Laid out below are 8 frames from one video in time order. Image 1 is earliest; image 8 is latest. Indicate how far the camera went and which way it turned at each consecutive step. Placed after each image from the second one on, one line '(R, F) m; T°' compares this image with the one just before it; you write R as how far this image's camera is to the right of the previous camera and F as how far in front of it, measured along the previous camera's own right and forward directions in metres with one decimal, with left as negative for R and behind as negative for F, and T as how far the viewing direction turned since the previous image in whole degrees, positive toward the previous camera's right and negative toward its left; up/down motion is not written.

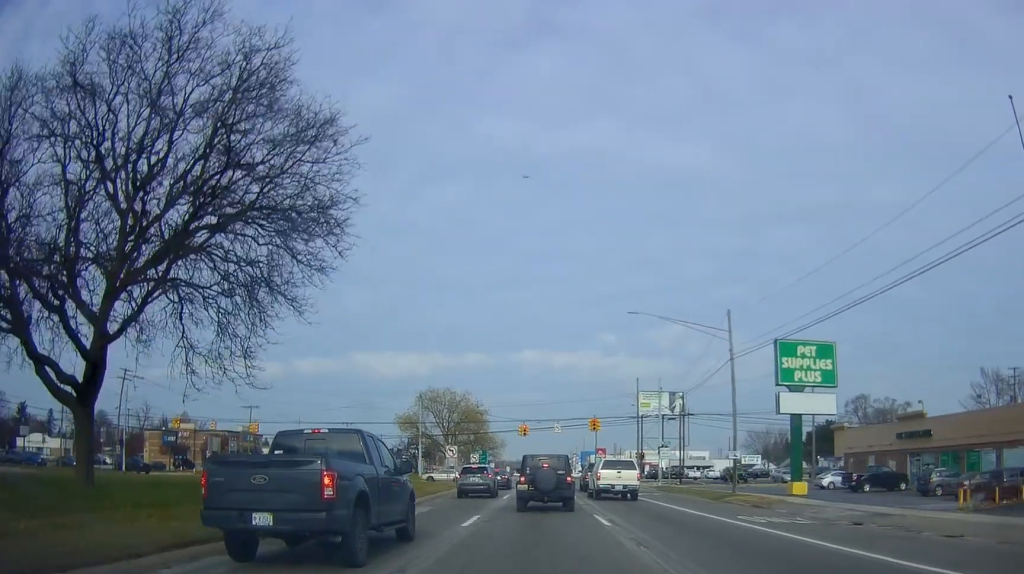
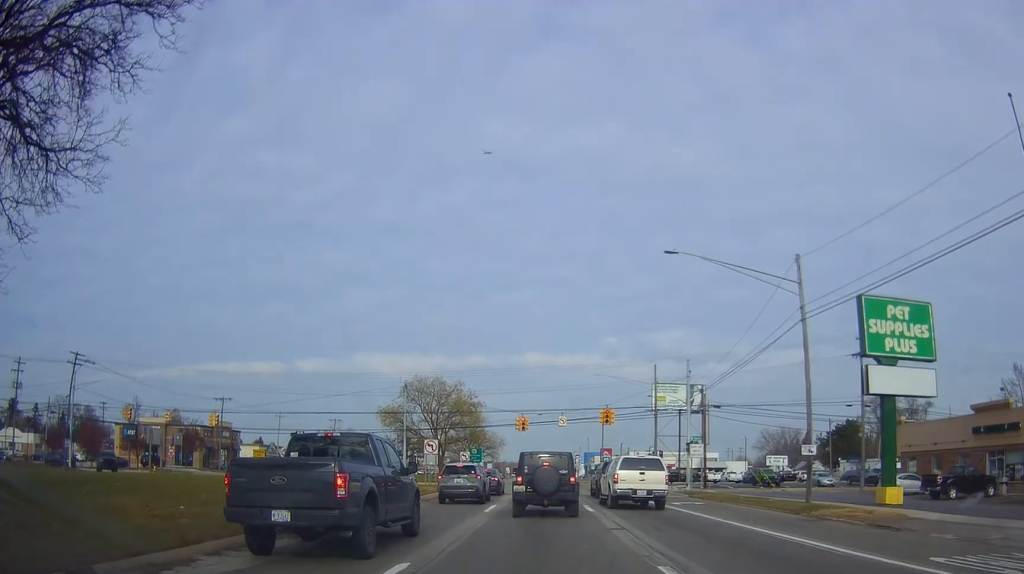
(+0.4, +9.5) m; +2°
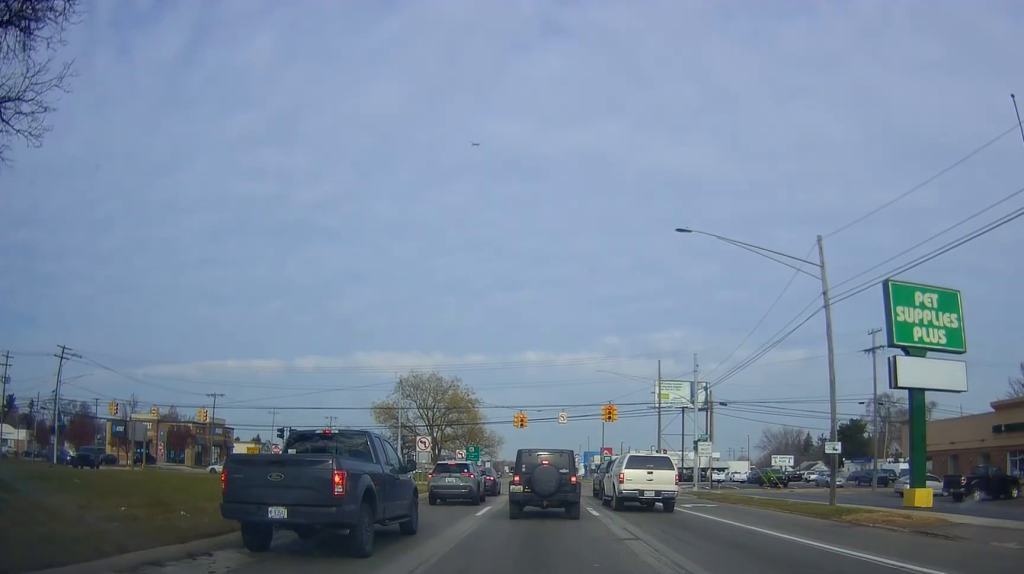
(0.0, +2.1) m; 0°
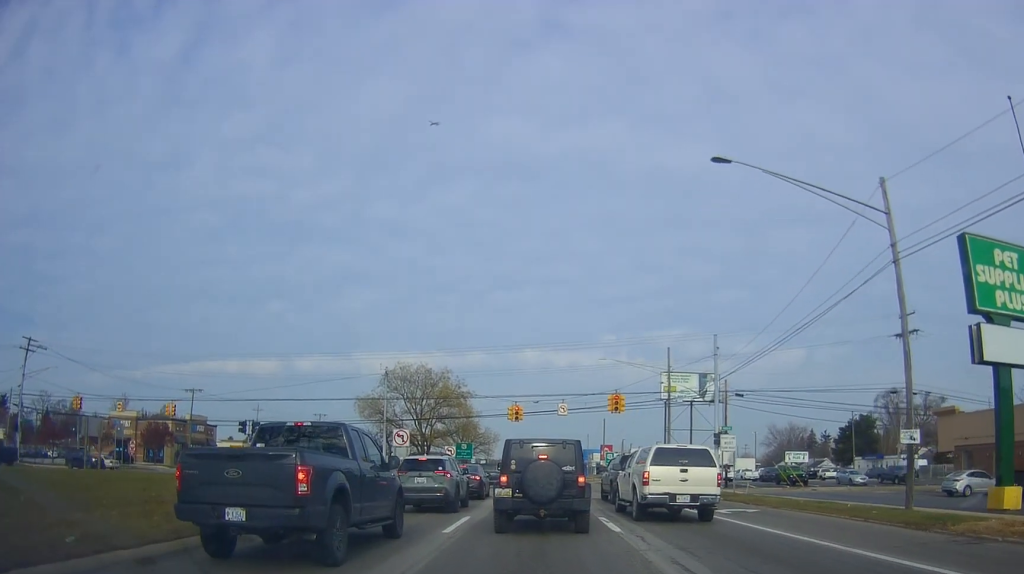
(0.0, +5.2) m; 0°
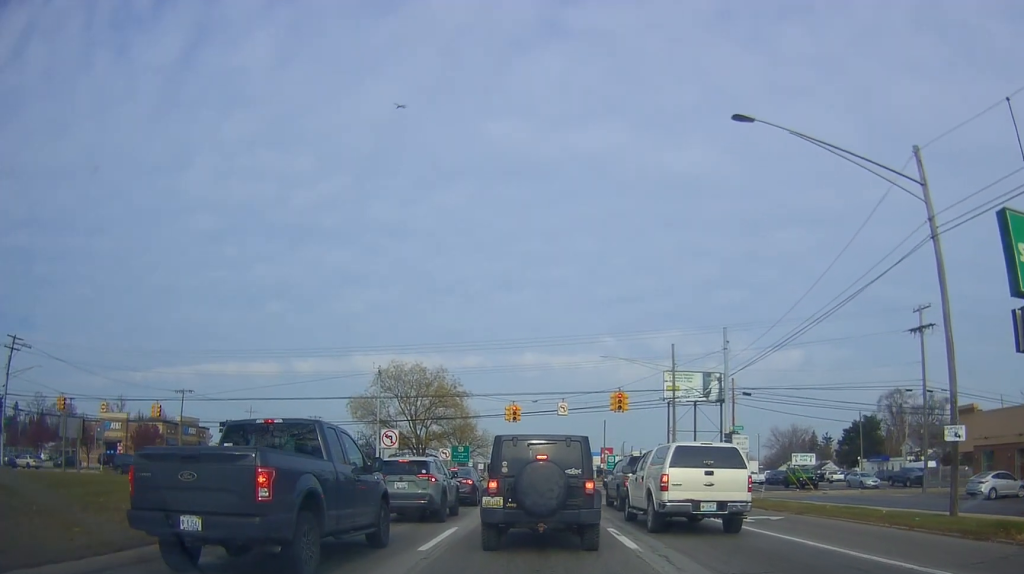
(0.0, +2.6) m; 0°
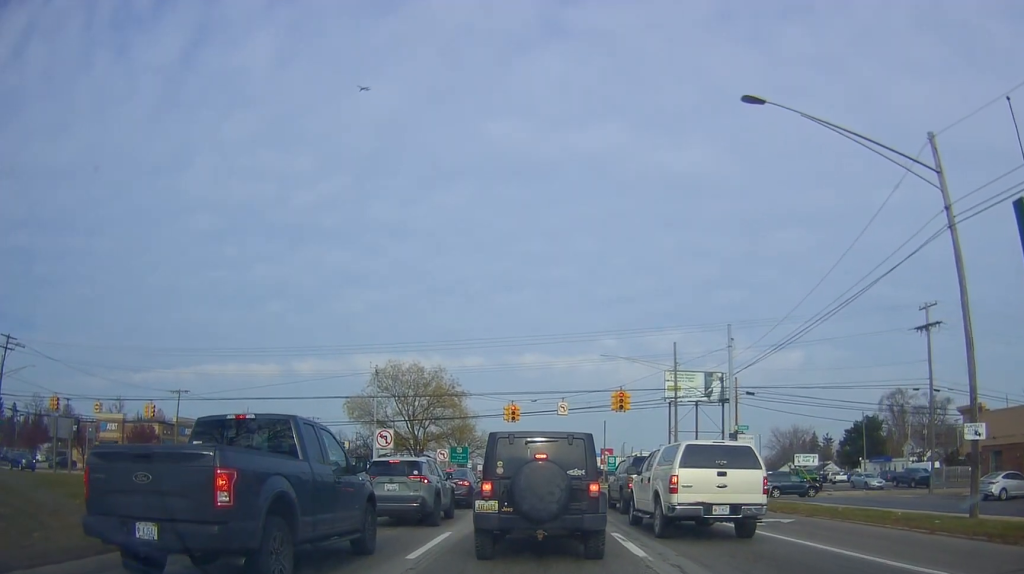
(0.0, +1.5) m; 0°
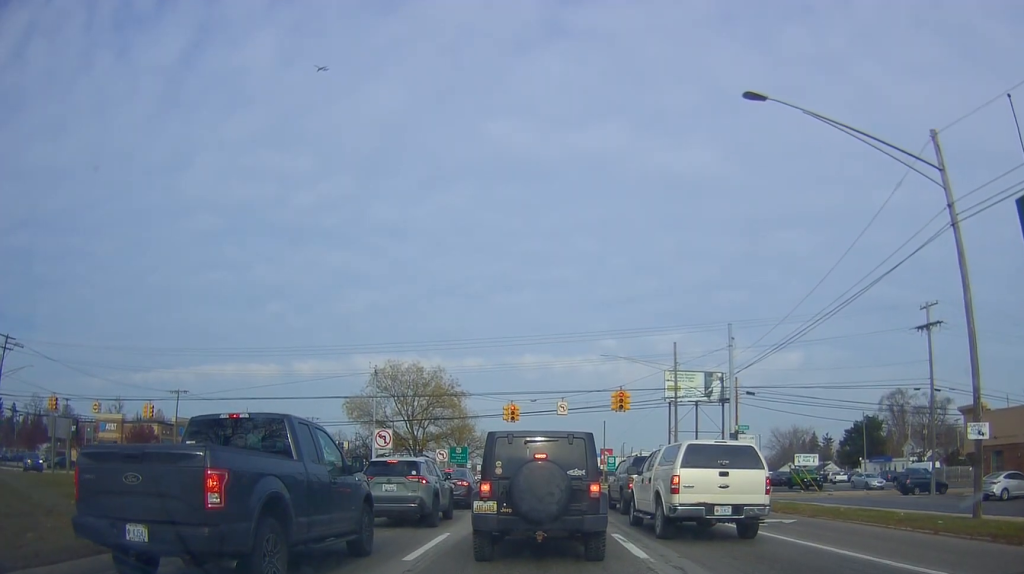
(0.0, +0.6) m; 0°
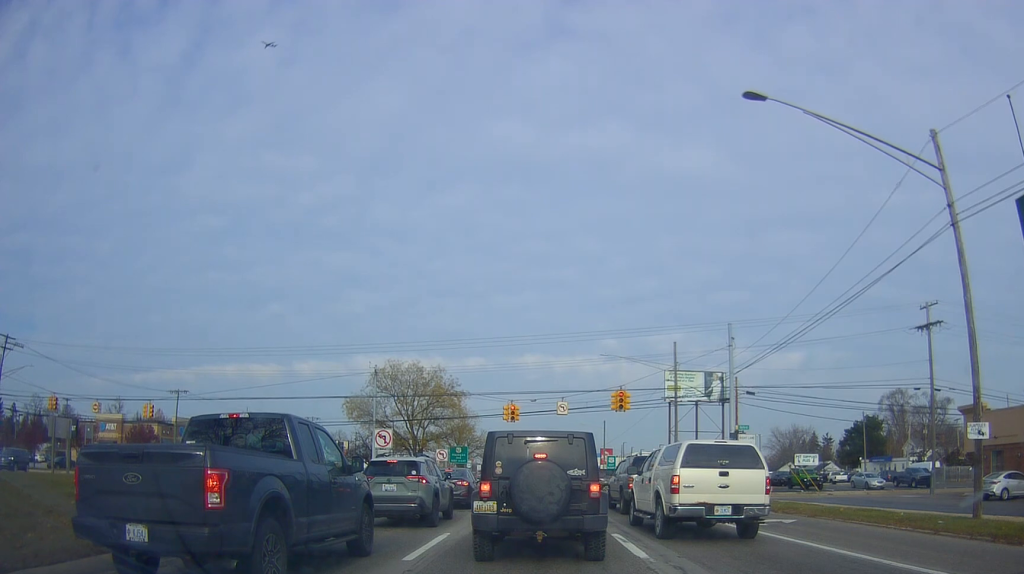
(0.0, +0.1) m; 0°
